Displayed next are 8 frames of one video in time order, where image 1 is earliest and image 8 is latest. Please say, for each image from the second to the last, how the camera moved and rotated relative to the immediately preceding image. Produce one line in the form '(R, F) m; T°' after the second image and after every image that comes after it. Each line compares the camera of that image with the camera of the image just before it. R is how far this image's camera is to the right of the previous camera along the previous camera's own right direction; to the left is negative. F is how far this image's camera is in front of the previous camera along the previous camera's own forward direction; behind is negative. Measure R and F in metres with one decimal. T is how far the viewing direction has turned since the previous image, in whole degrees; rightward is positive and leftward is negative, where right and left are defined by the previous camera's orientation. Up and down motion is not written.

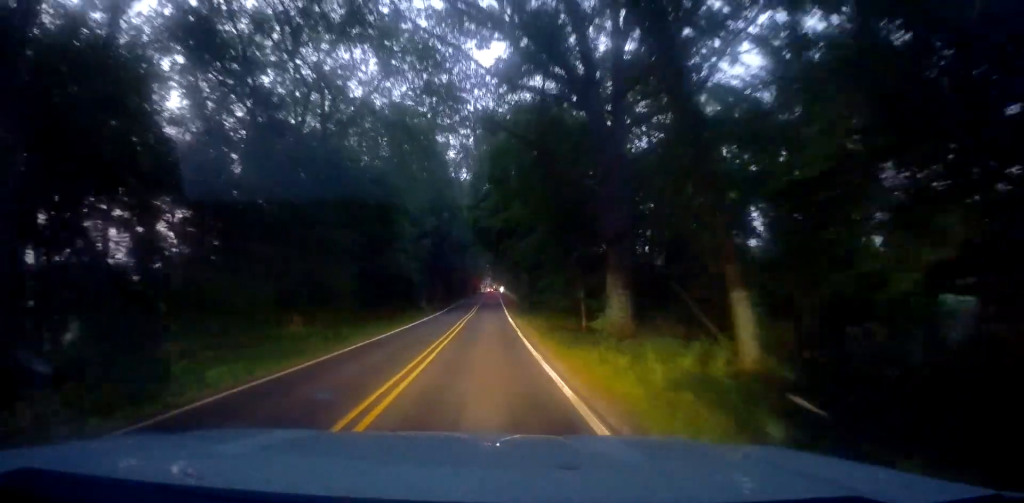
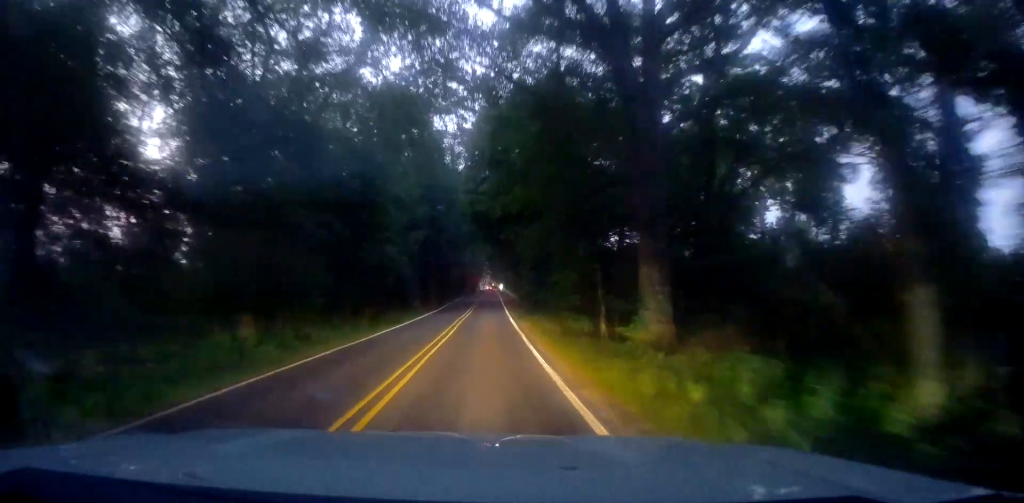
(+0.1, +4.7) m; 0°
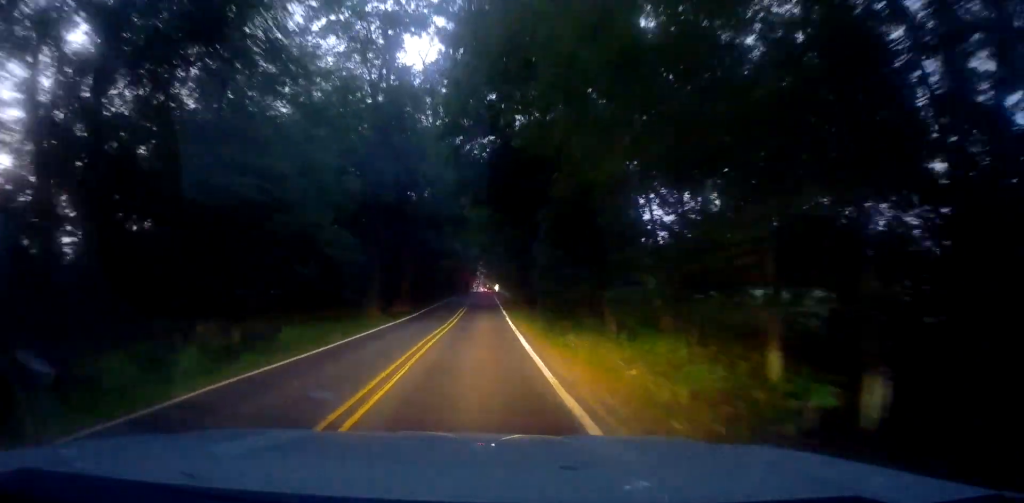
(0.0, +16.5) m; 0°
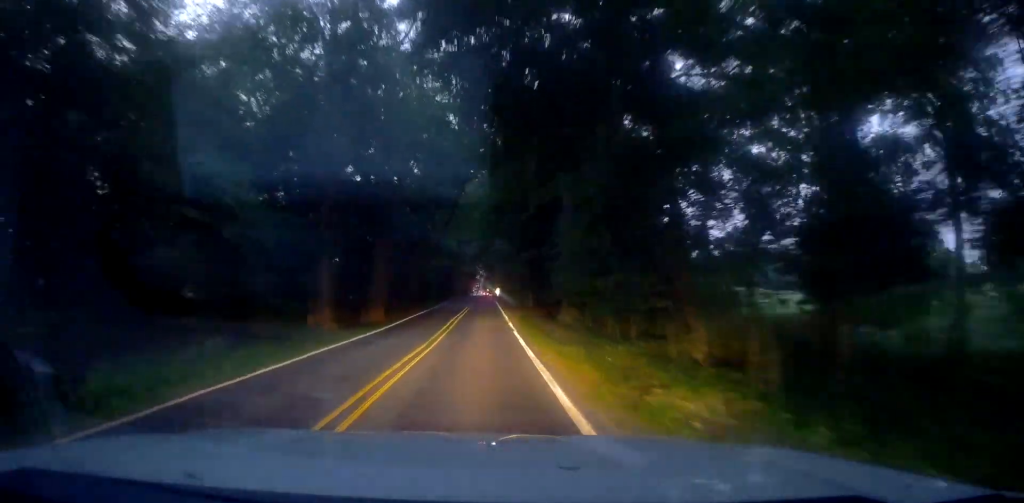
(+0.1, +10.1) m; 0°
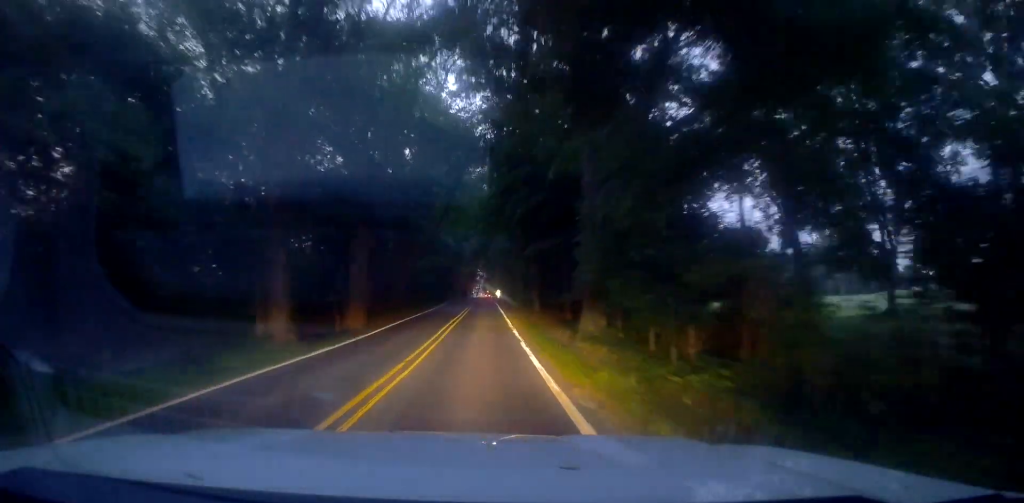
(+0.2, +5.3) m; 0°
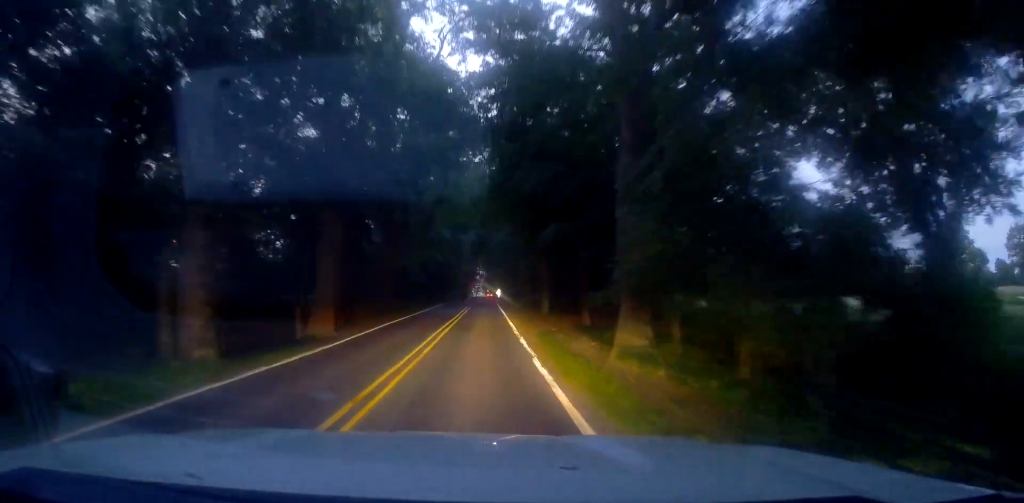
(-0.2, +5.8) m; -1°
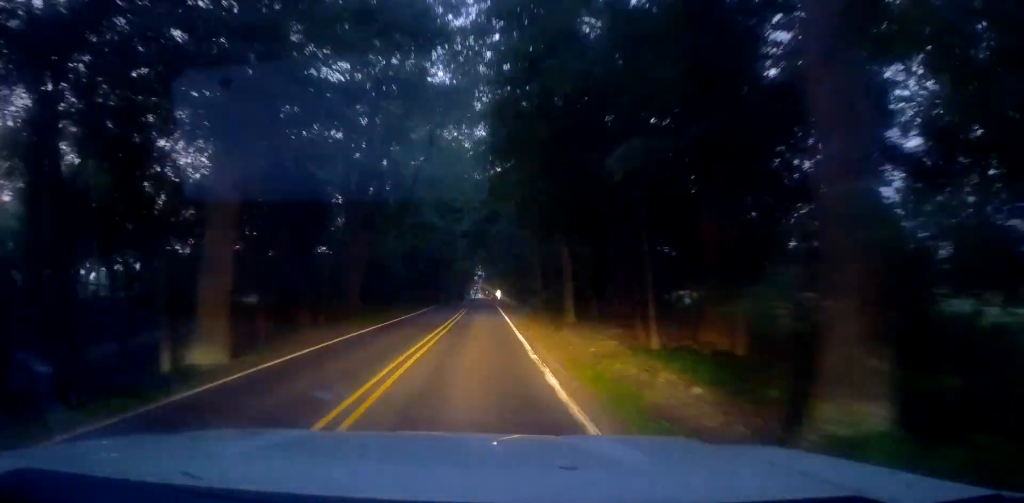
(-0.2, +9.5) m; -1°
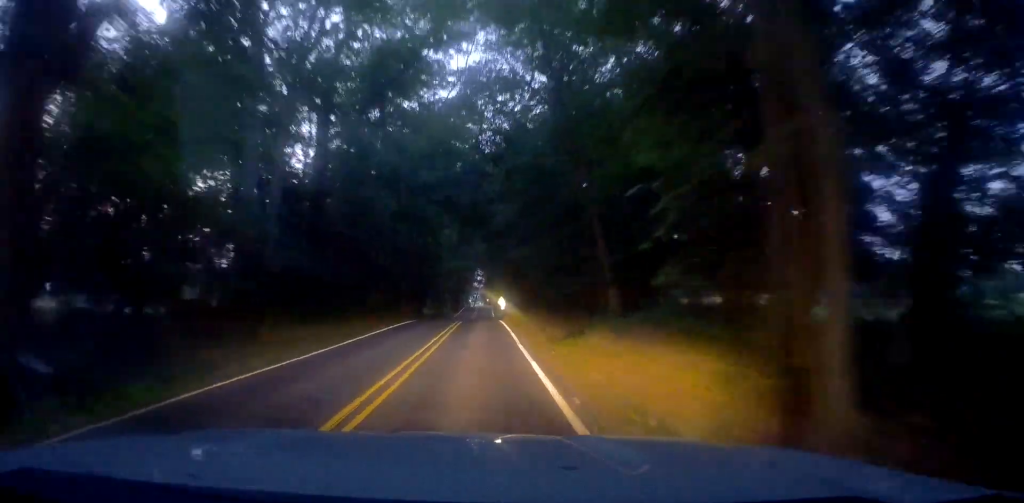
(+0.9, +22.7) m; +5°
